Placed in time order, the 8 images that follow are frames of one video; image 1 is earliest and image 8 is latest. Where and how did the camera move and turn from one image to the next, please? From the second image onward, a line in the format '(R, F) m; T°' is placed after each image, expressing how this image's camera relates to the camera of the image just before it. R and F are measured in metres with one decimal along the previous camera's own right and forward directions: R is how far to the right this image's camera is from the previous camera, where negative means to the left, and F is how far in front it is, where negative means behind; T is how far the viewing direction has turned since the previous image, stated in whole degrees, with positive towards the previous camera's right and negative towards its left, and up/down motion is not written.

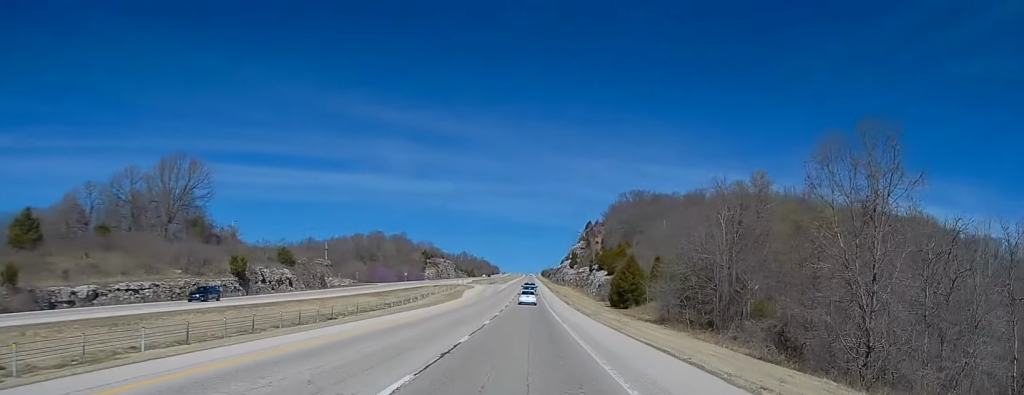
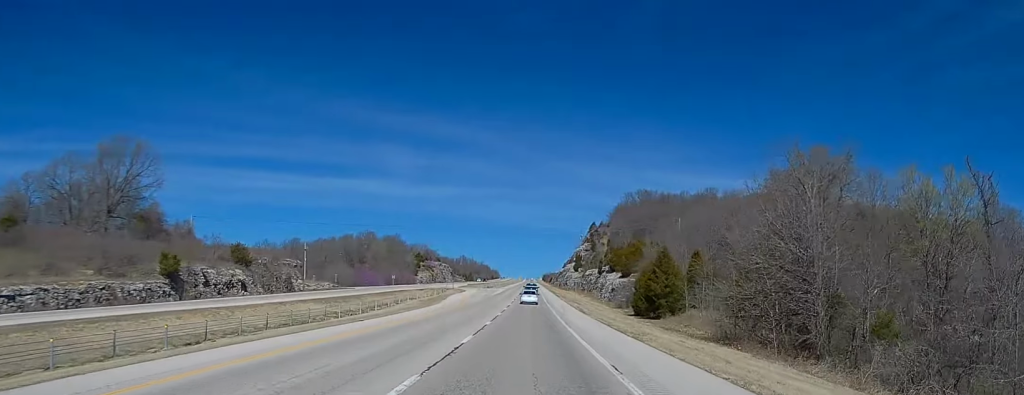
(-0.3, +25.5) m; -1°
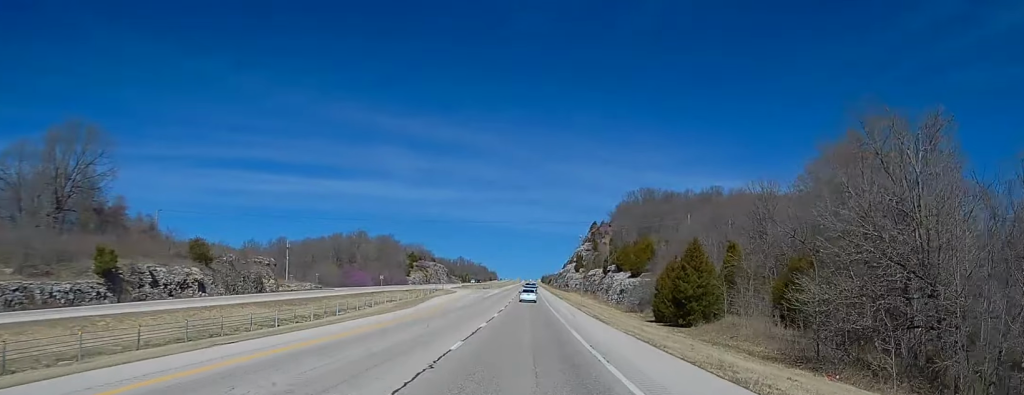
(-0.4, +15.9) m; 0°
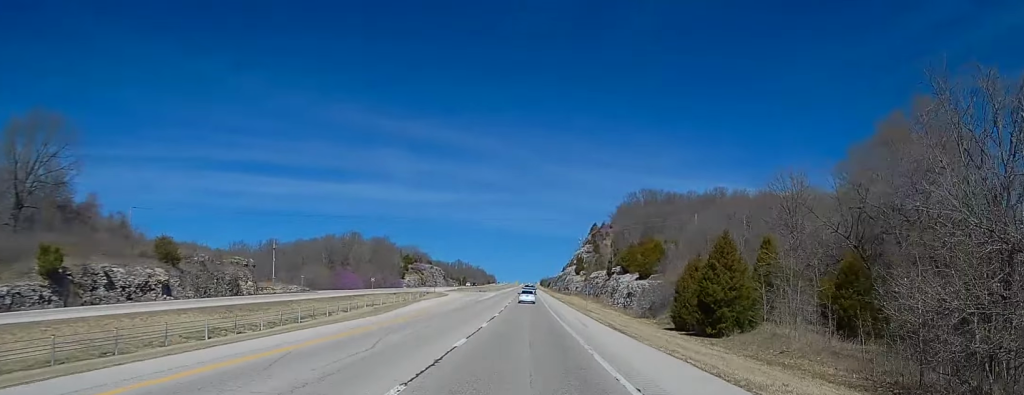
(+0.3, +10.6) m; +1°
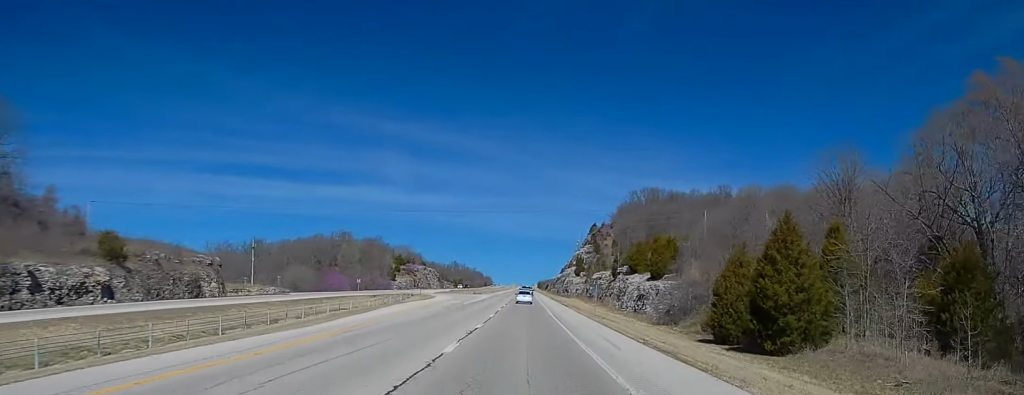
(+0.2, +14.0) m; +1°
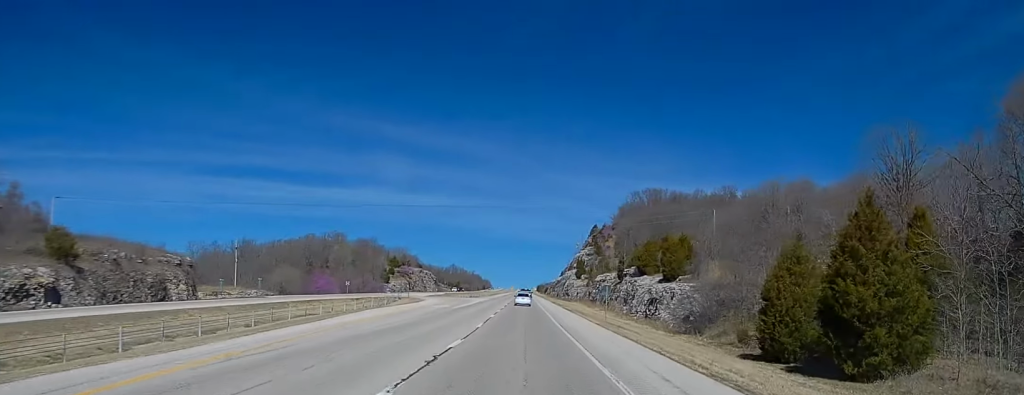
(0.0, +10.6) m; 0°
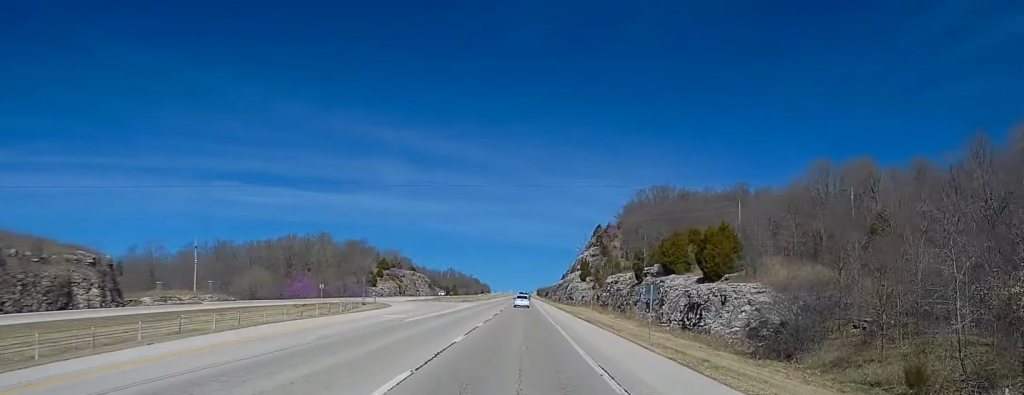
(0.0, +22.4) m; 0°
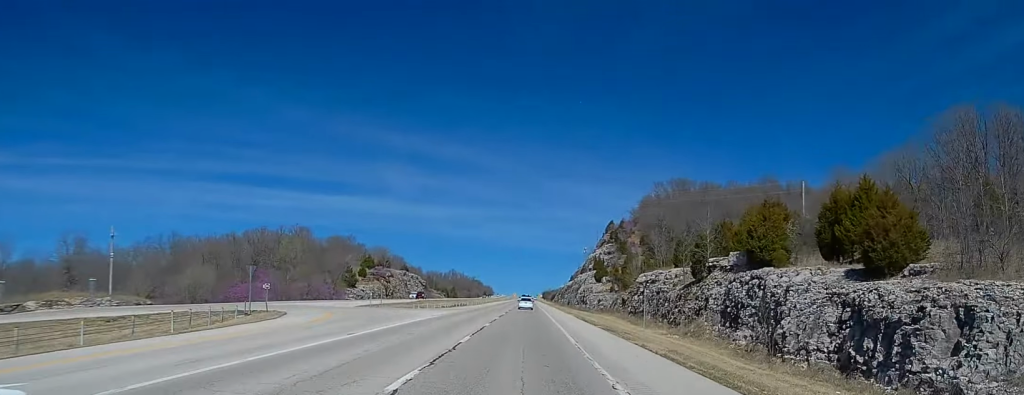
(0.0, +35.5) m; 0°
